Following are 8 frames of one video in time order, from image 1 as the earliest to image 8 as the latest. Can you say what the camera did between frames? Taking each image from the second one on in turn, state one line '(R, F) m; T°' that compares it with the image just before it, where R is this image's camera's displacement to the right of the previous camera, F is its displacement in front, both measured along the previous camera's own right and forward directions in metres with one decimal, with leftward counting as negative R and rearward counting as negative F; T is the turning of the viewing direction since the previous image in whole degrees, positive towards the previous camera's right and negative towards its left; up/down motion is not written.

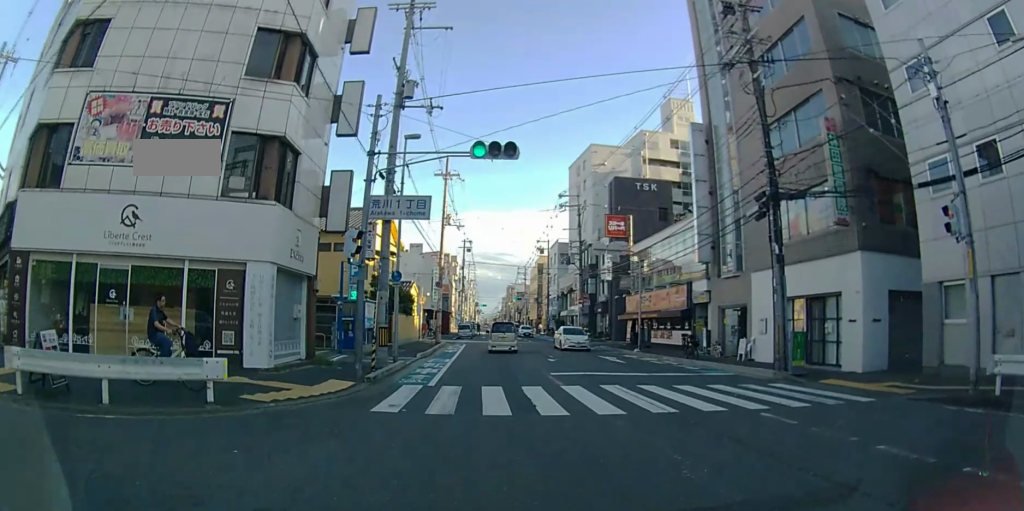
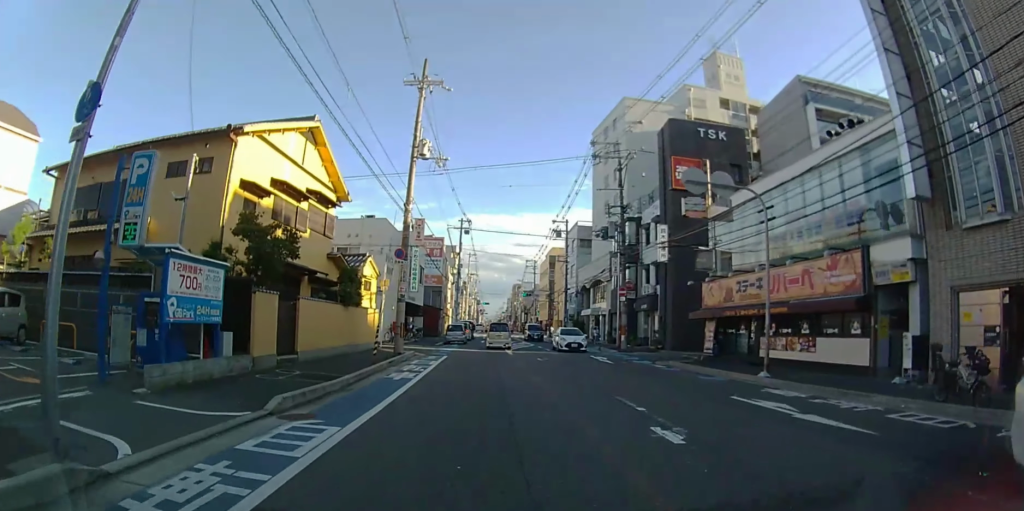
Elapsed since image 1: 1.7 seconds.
(+0.3, +15.3) m; +1°
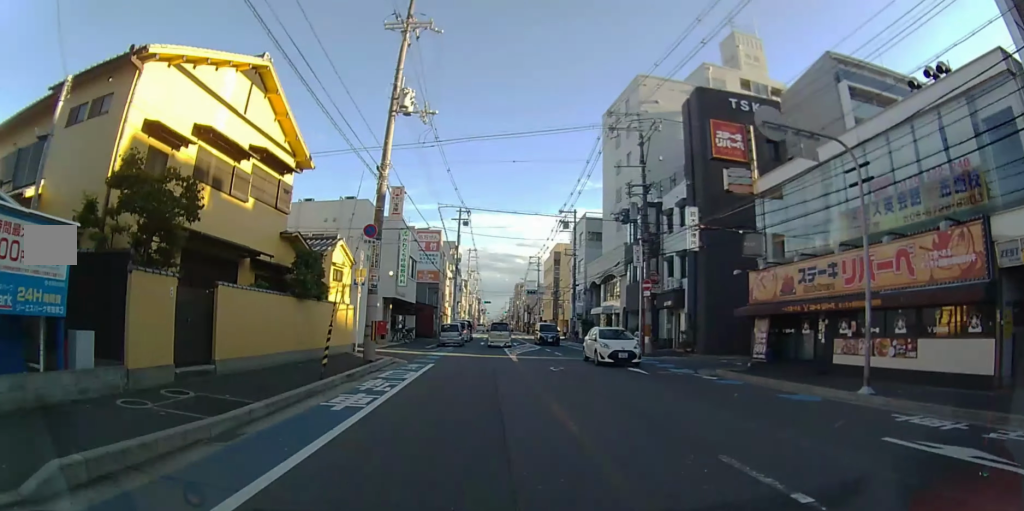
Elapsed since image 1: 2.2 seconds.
(0.0, +5.1) m; 0°
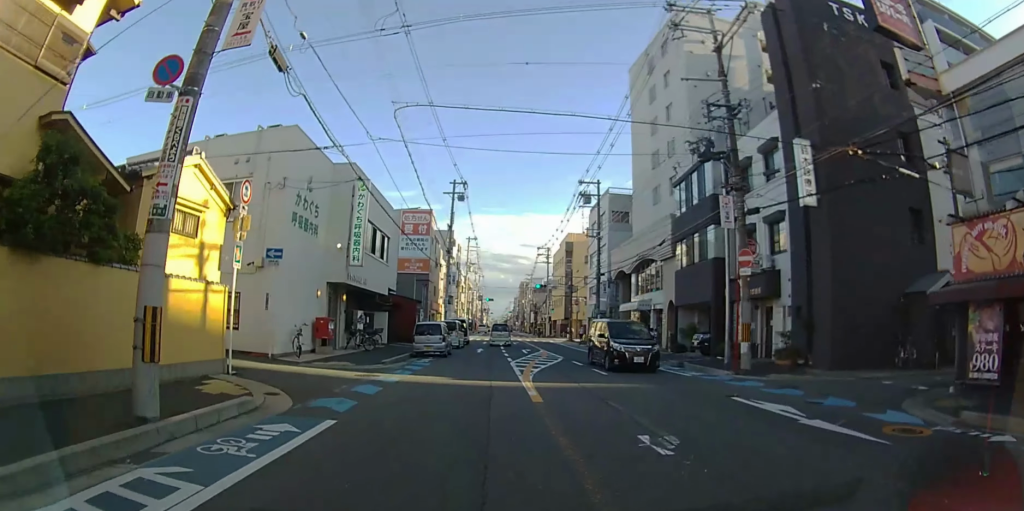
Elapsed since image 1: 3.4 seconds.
(0.0, +11.3) m; 0°
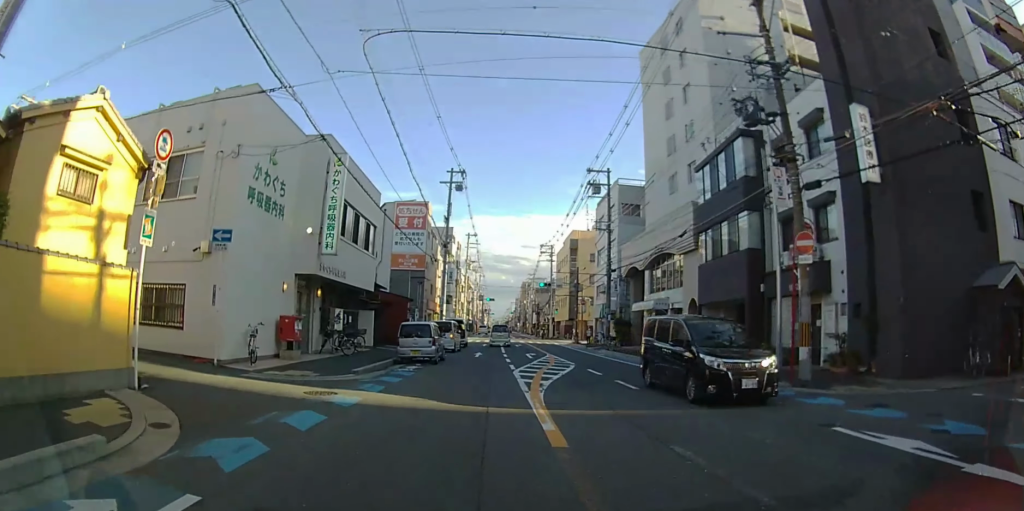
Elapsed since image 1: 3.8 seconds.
(0.0, +3.9) m; 0°
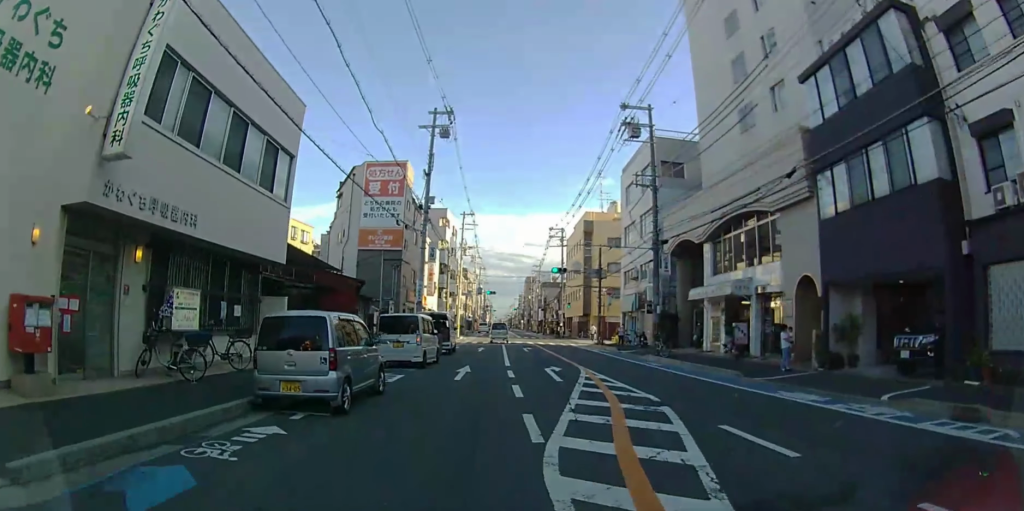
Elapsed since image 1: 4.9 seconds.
(0.0, +10.9) m; -1°
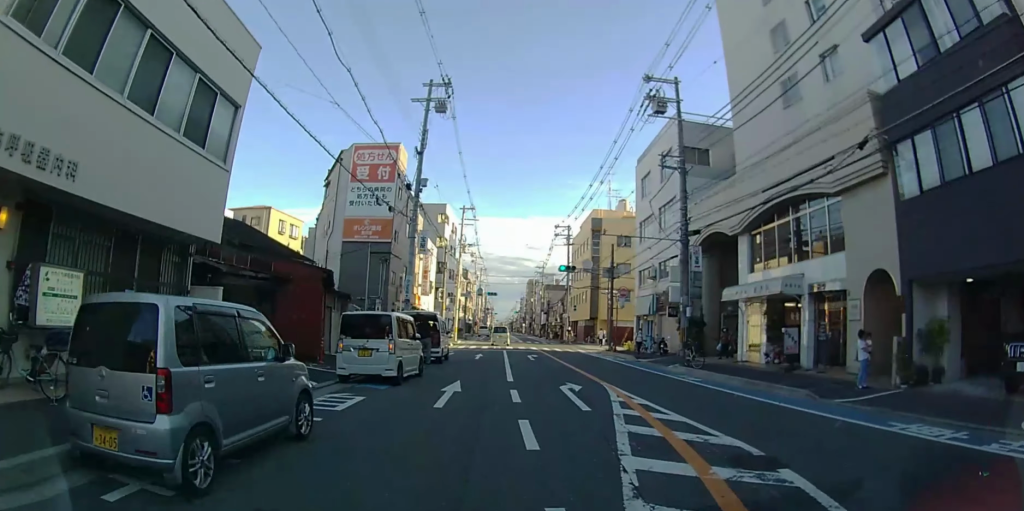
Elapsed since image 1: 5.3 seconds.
(-0.1, +4.4) m; -1°
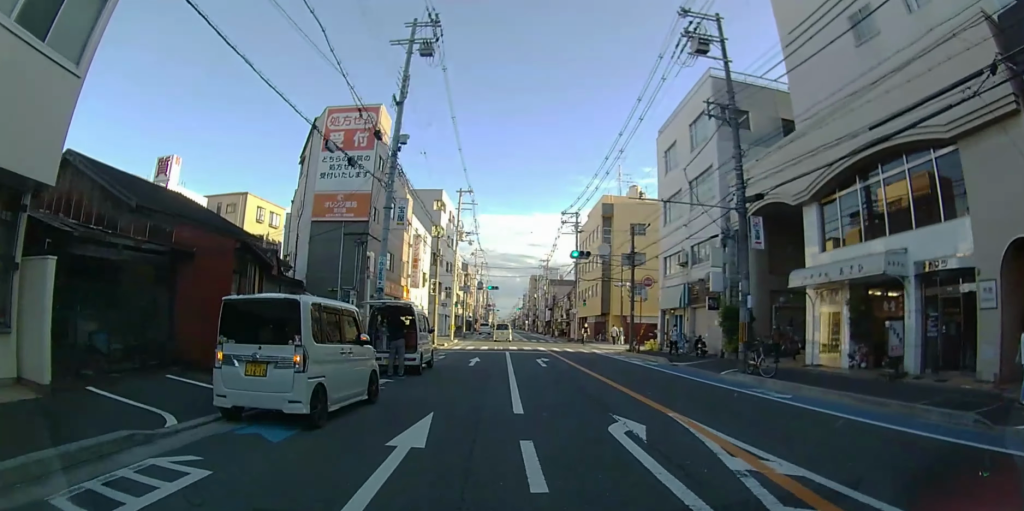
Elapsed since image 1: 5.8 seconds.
(0.0, +5.5) m; -1°
